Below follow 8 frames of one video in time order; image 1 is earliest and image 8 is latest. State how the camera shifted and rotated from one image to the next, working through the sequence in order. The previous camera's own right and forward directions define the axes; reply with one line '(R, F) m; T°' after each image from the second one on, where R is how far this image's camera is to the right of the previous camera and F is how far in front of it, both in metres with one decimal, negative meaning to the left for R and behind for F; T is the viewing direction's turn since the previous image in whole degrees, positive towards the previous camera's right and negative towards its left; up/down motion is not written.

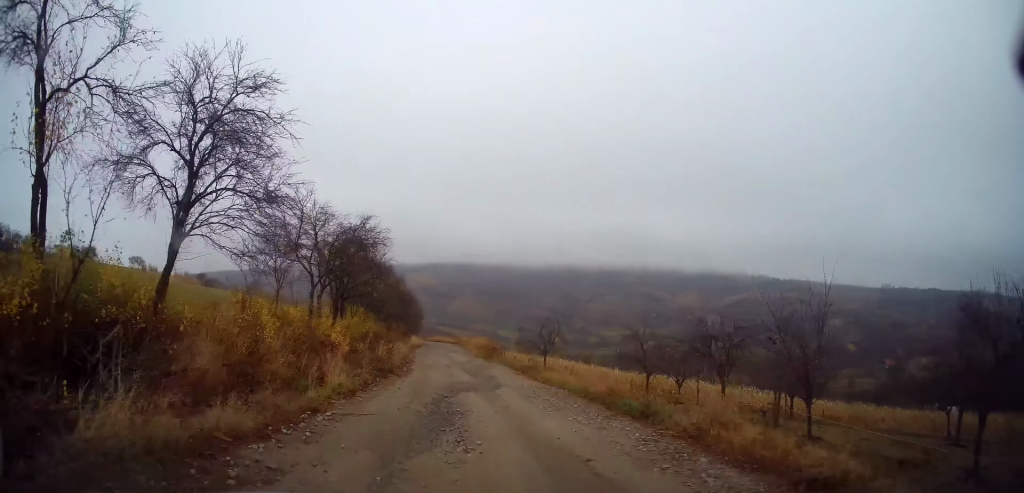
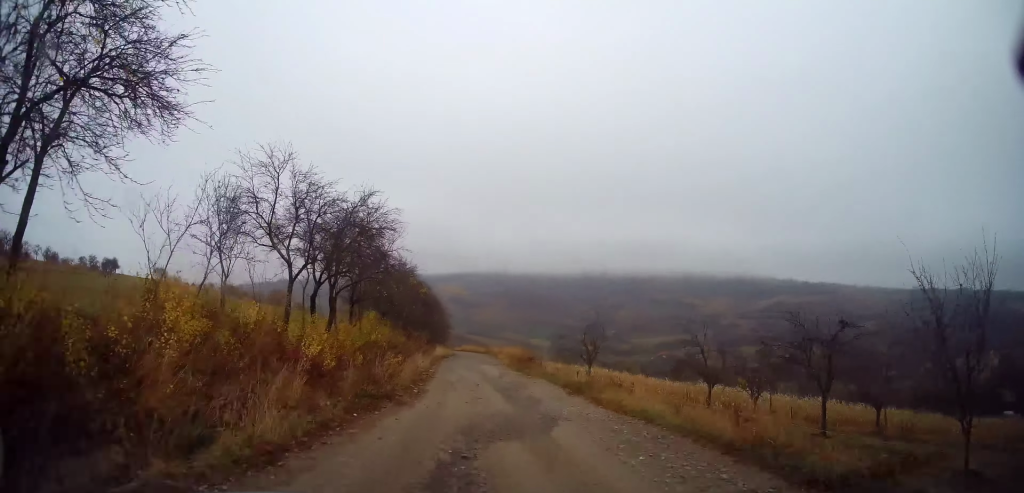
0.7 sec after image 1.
(-0.3, +5.8) m; -4°
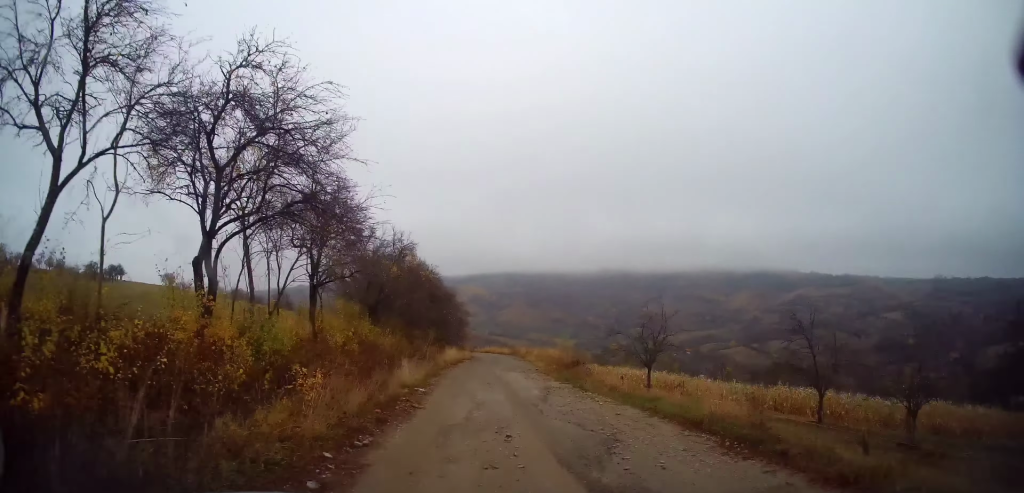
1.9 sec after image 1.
(-0.5, +9.9) m; -2°
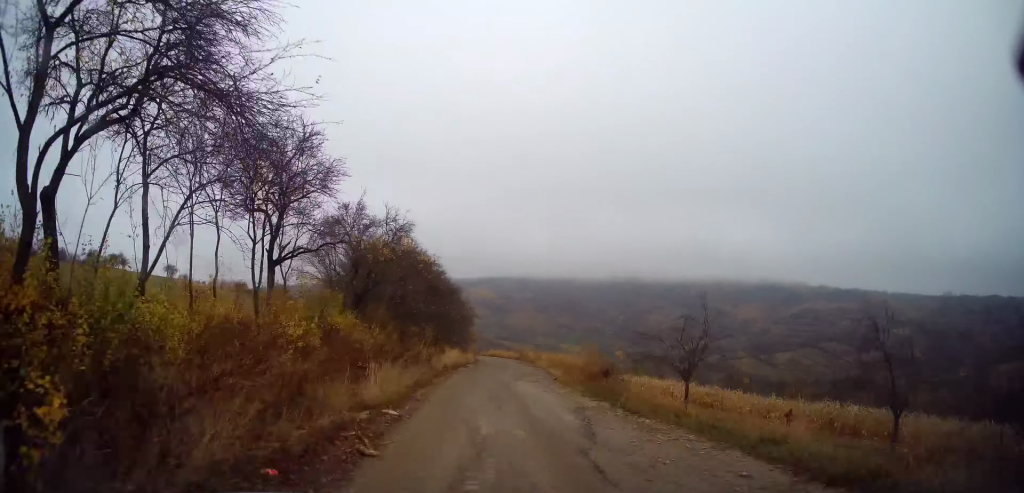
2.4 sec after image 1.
(+0.1, +4.8) m; 0°
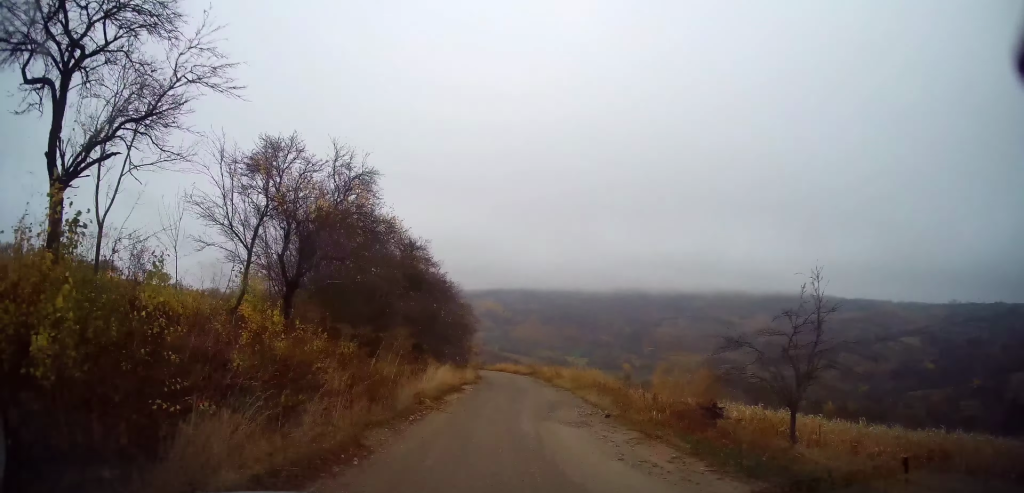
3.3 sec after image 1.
(0.0, +8.7) m; 0°
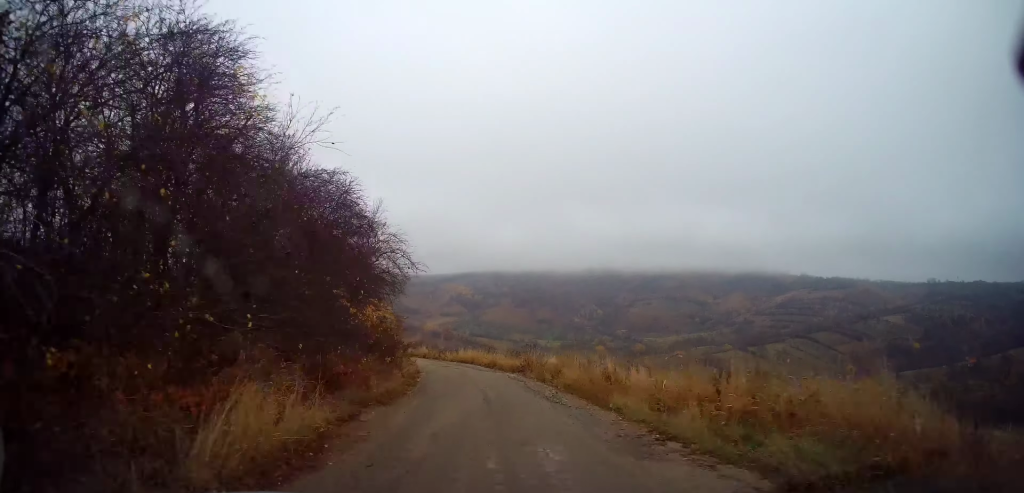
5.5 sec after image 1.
(+0.2, +21.6) m; +1°
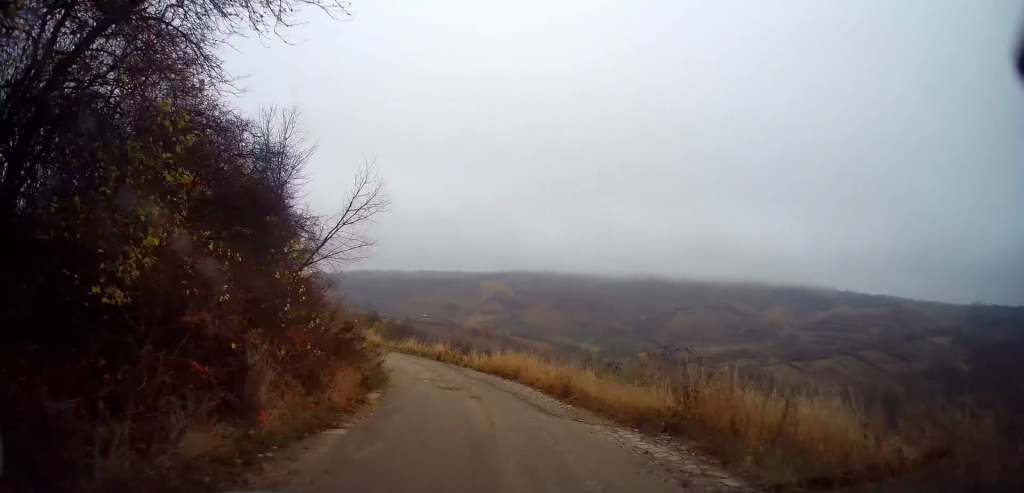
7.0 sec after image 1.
(-0.1, +16.2) m; -3°
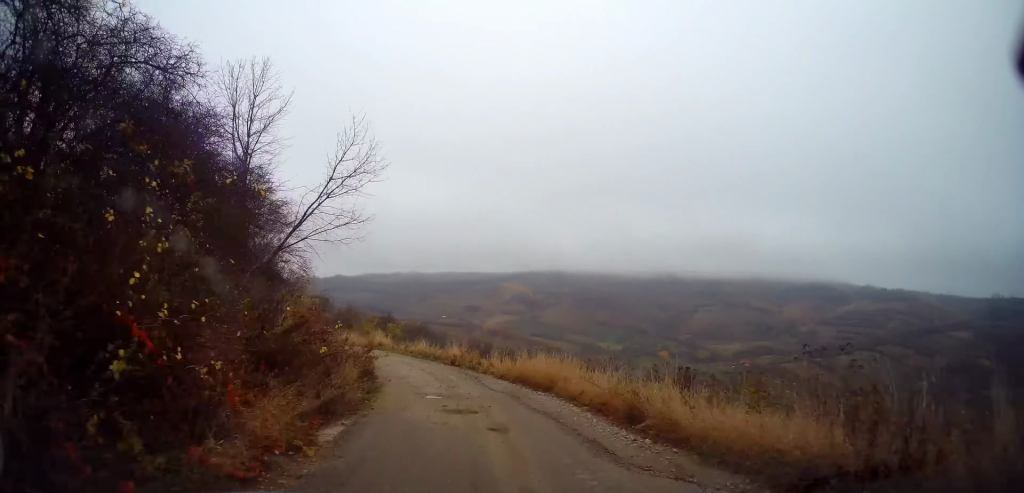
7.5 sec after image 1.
(-0.2, +4.1) m; -2°
